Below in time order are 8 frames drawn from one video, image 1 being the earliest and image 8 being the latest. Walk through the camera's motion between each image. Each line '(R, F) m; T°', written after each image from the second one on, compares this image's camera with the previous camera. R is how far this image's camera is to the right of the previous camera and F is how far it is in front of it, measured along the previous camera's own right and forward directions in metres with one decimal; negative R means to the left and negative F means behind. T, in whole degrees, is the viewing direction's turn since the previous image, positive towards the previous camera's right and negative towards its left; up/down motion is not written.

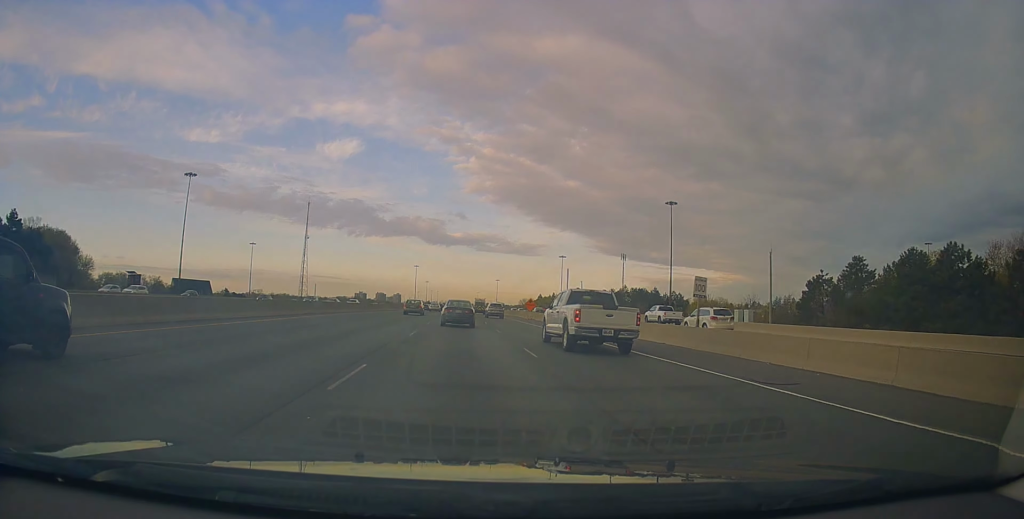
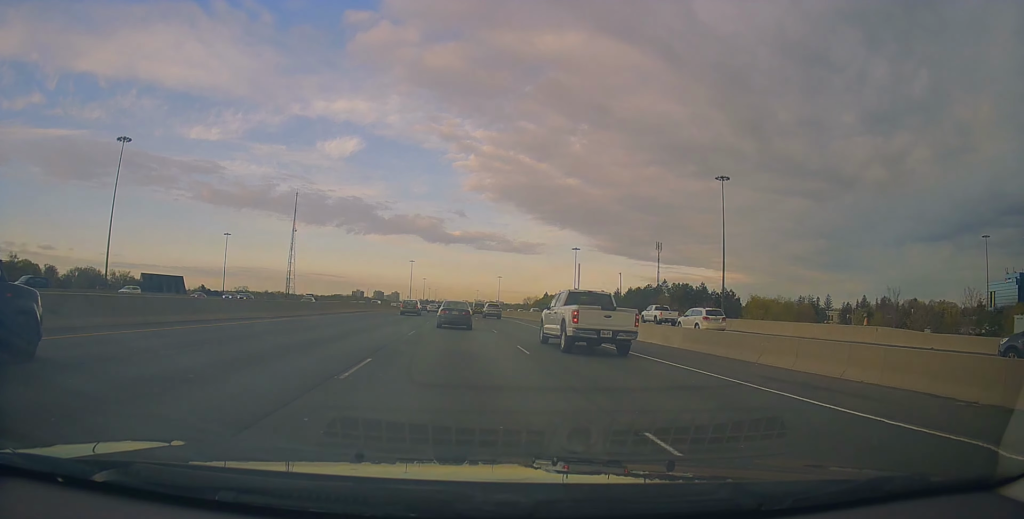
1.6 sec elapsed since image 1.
(-0.2, +35.6) m; 0°
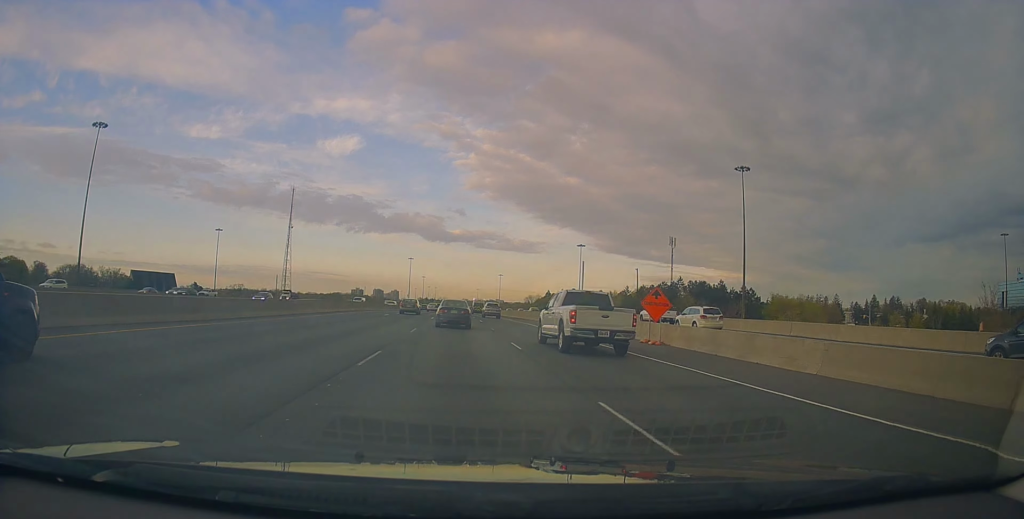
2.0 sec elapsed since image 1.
(+0.1, +10.6) m; 0°
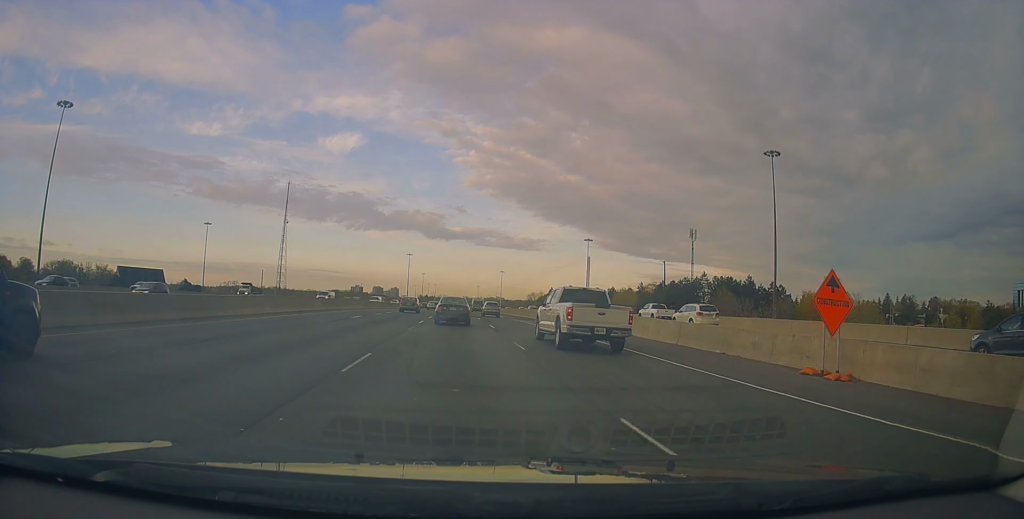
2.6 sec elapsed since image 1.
(0.0, +13.6) m; 0°
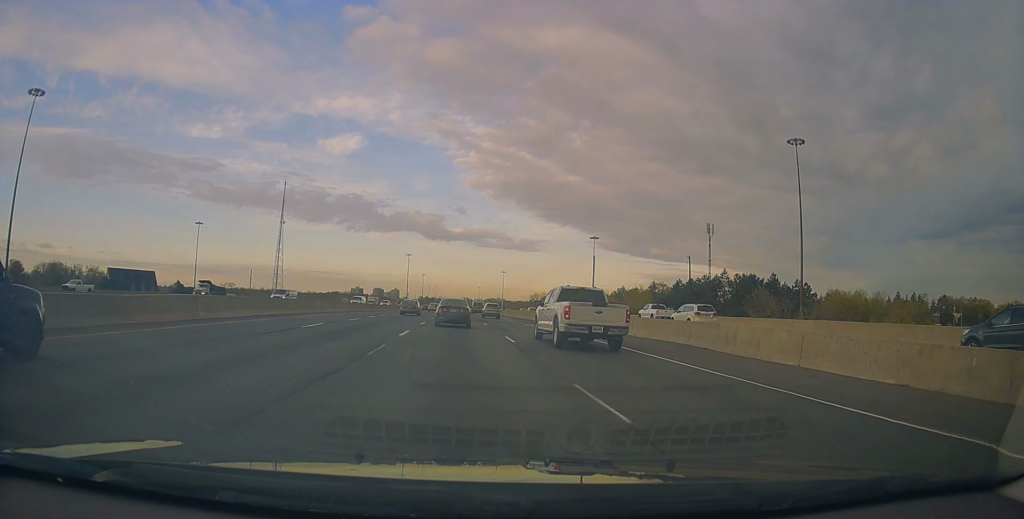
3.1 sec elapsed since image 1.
(0.0, +9.4) m; 0°
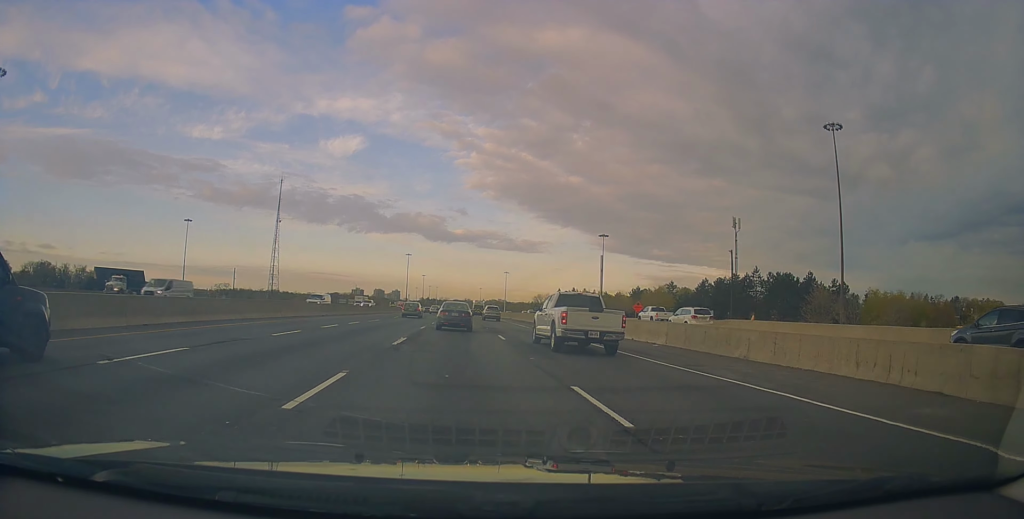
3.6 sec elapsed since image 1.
(0.0, +13.0) m; 0°
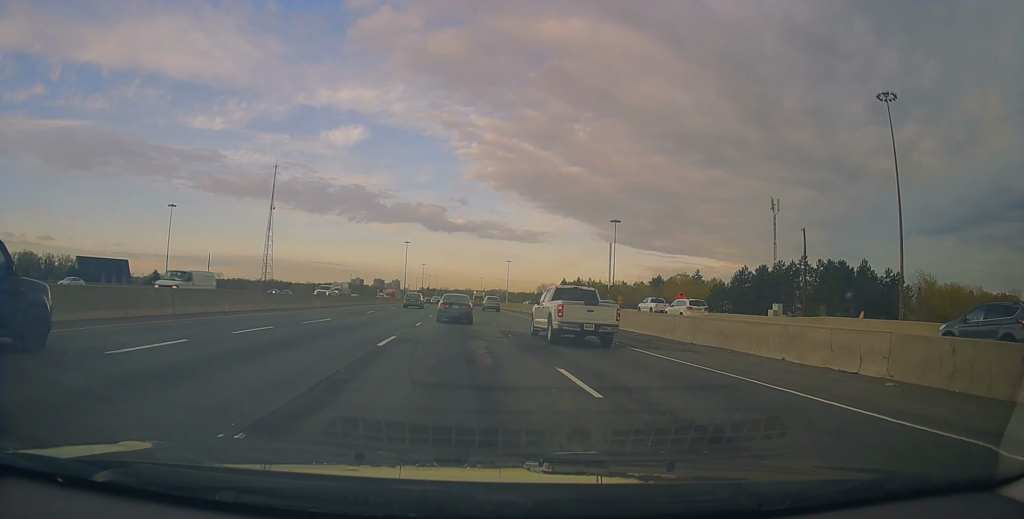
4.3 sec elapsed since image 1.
(0.0, +15.1) m; 0°
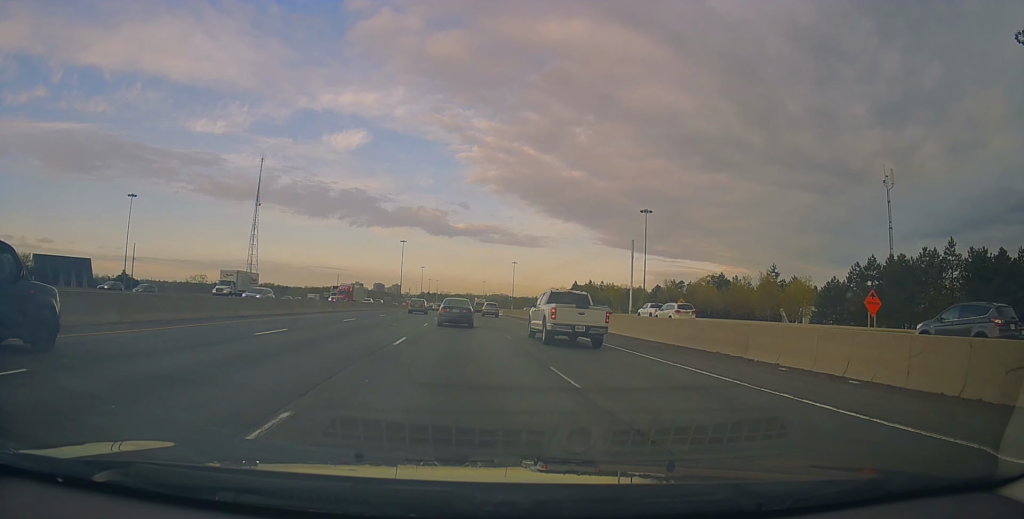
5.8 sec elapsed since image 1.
(+0.3, +32.0) m; +1°
